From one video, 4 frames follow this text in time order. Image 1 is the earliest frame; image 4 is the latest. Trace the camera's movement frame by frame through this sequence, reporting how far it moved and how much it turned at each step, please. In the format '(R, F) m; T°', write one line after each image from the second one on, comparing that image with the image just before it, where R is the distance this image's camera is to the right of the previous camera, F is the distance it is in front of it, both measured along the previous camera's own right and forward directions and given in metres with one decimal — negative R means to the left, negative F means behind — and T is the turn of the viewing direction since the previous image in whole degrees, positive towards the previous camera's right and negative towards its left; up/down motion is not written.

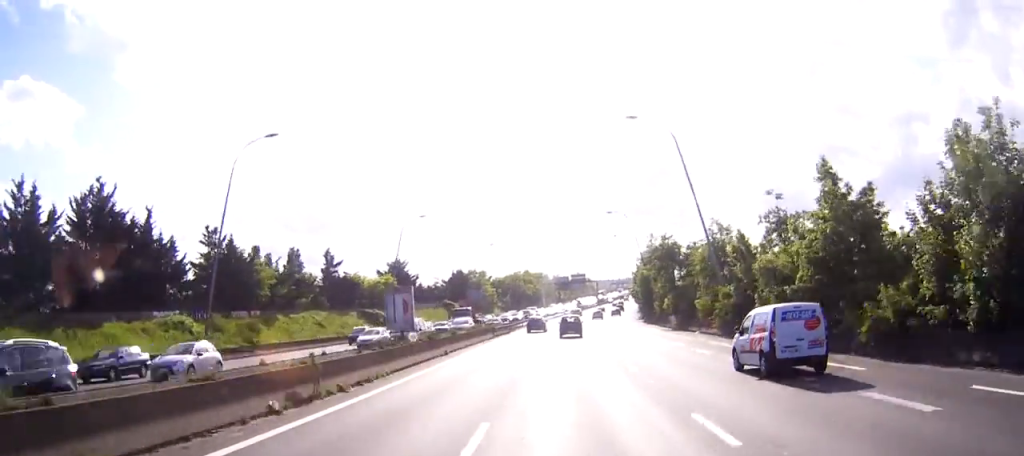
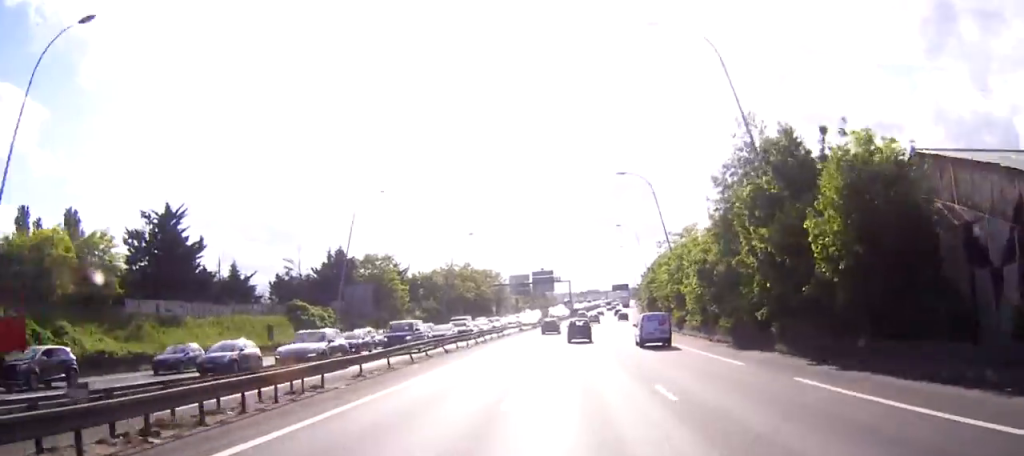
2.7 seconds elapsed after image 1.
(+1.0, +70.8) m; +3°
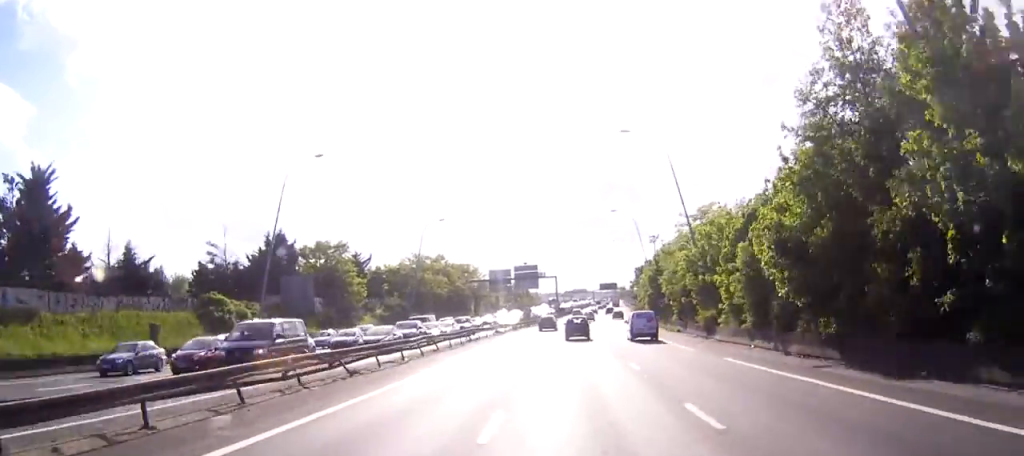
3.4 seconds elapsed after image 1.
(+0.2, +17.2) m; +1°
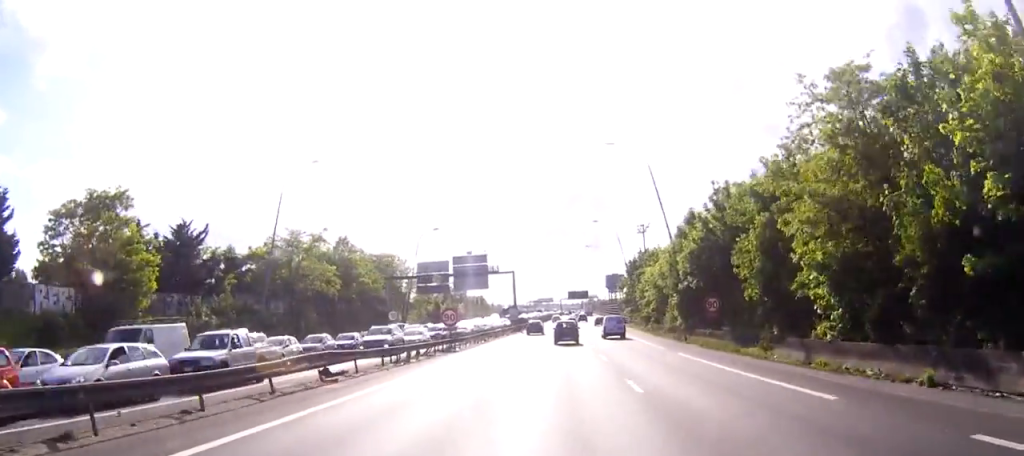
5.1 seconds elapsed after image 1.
(+1.1, +44.7) m; +3°
